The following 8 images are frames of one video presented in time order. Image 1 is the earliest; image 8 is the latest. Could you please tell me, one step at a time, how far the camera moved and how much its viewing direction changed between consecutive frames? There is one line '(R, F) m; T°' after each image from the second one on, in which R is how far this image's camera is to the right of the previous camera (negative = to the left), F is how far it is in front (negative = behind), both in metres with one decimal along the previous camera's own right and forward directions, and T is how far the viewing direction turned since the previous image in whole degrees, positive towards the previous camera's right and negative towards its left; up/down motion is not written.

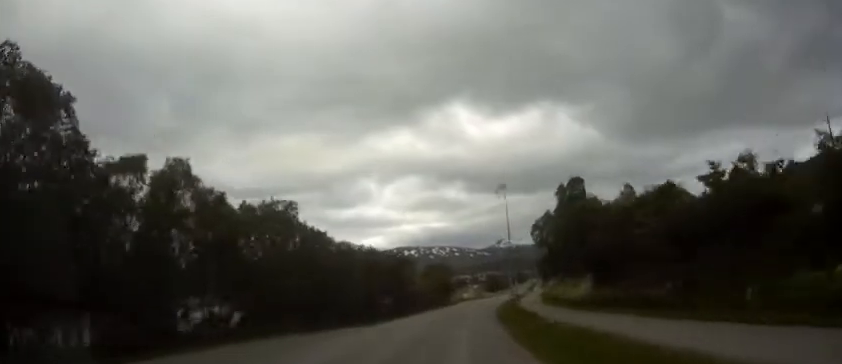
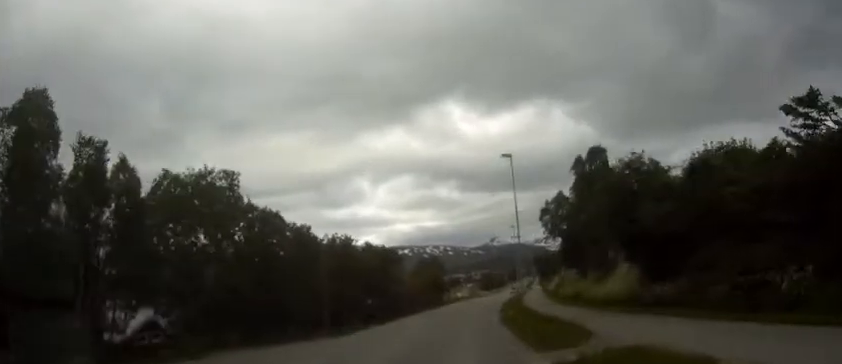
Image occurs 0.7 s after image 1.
(0.0, +10.3) m; 0°
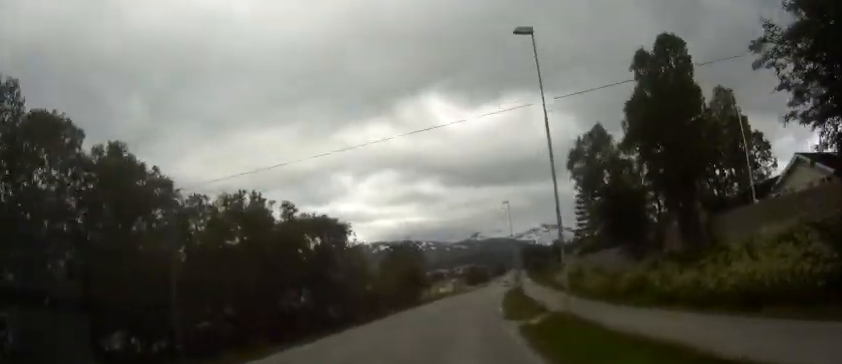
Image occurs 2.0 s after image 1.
(+0.1, +18.6) m; +2°
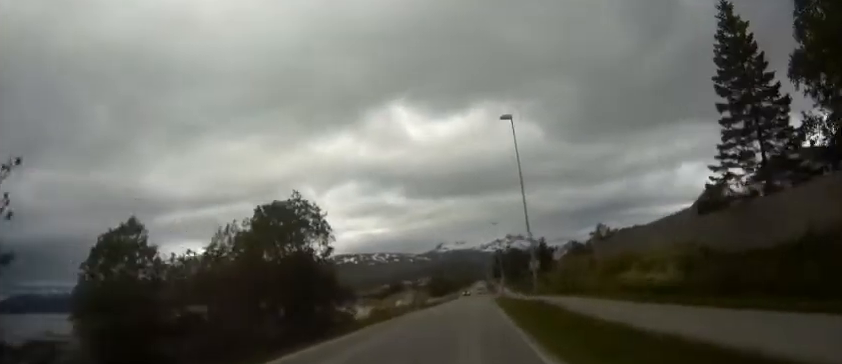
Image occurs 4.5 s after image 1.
(+1.0, +37.3) m; +3°
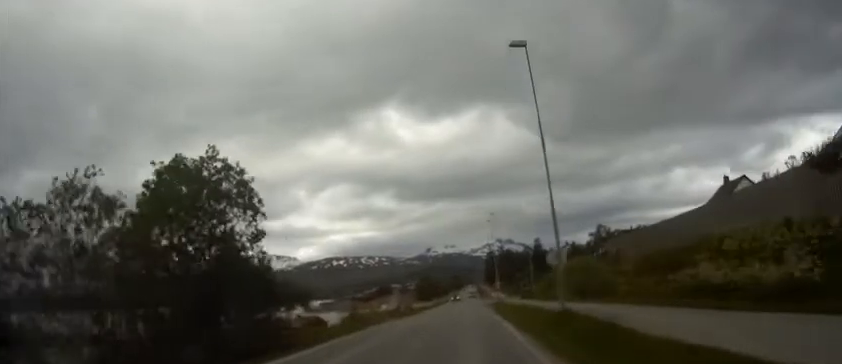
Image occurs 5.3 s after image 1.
(+0.1, +10.6) m; +1°
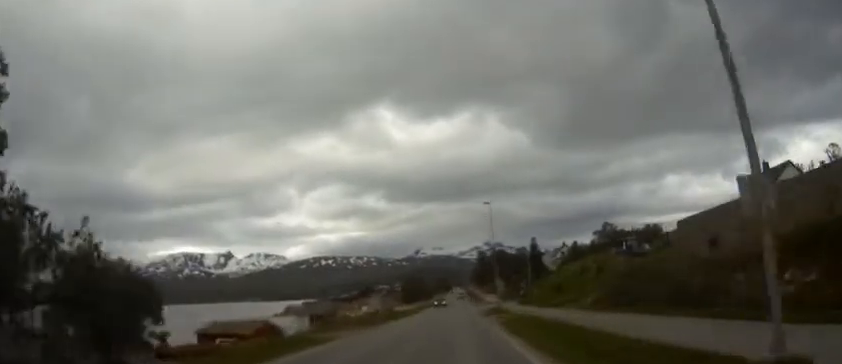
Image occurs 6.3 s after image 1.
(+0.1, +14.4) m; +2°
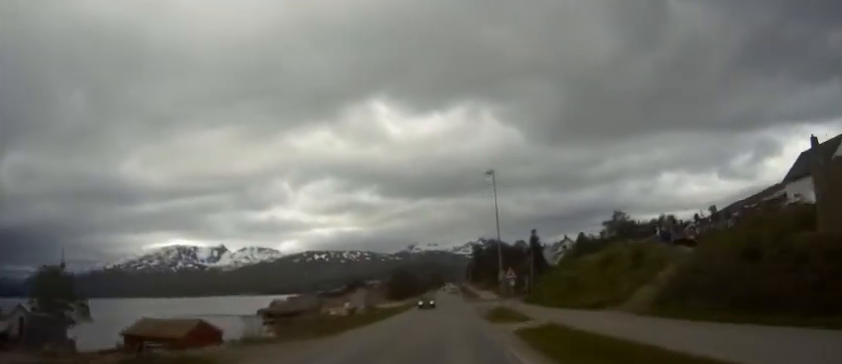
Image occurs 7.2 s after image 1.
(+0.3, +12.9) m; +1°
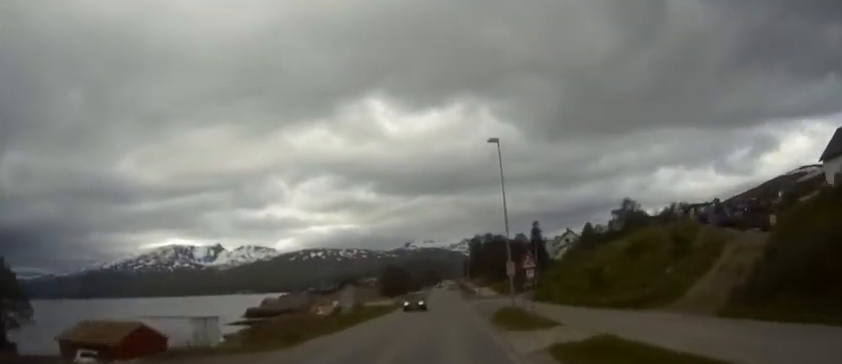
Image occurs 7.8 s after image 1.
(0.0, +8.6) m; 0°
